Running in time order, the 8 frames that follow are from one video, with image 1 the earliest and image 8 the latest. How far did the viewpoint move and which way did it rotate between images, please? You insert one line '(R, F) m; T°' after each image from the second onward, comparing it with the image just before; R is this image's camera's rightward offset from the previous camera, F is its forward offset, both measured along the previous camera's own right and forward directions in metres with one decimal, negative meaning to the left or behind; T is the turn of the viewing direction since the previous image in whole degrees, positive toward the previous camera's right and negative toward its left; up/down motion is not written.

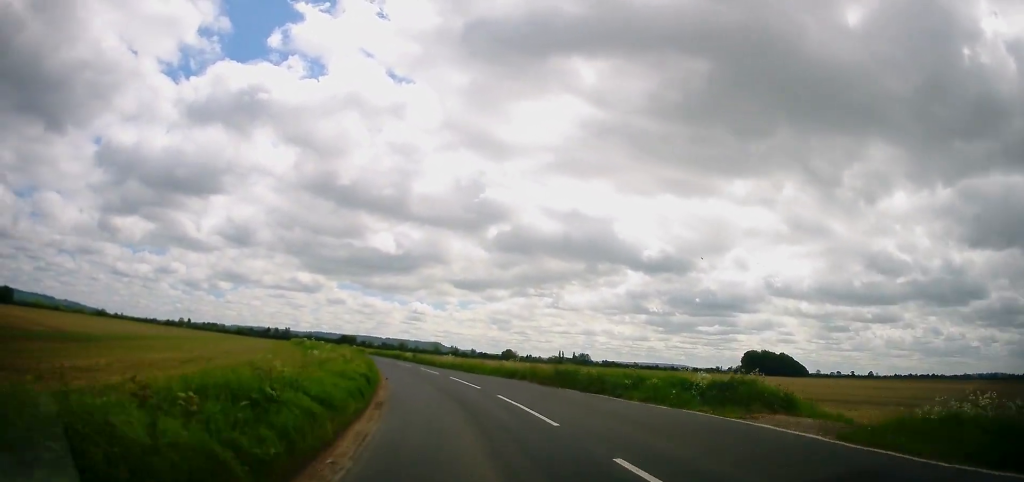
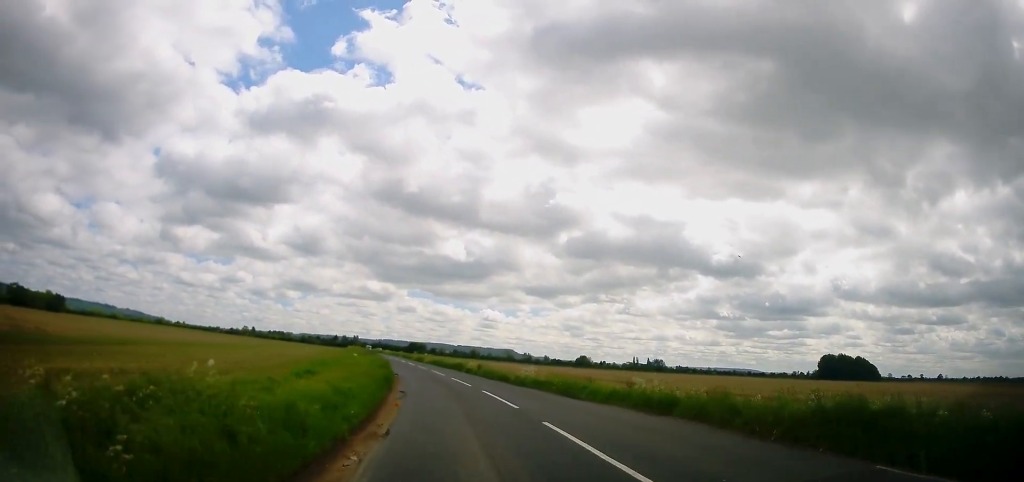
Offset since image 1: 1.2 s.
(-0.8, +13.6) m; -6°
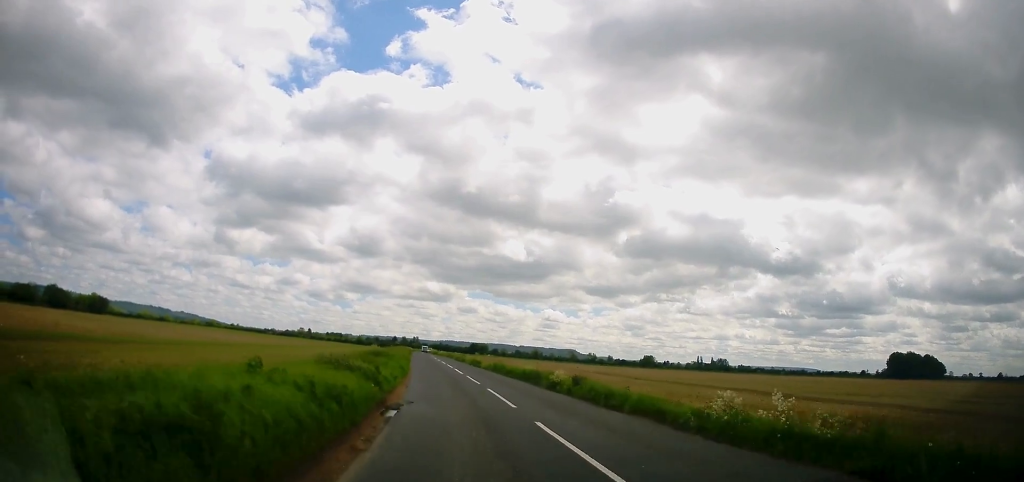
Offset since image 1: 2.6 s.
(-1.1, +17.9) m; -7°
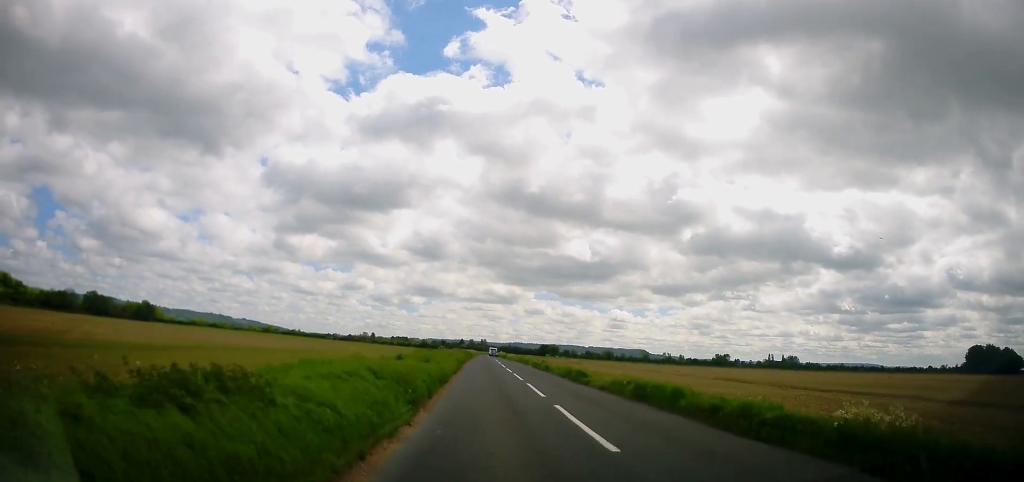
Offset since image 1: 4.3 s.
(-1.4, +23.5) m; -6°
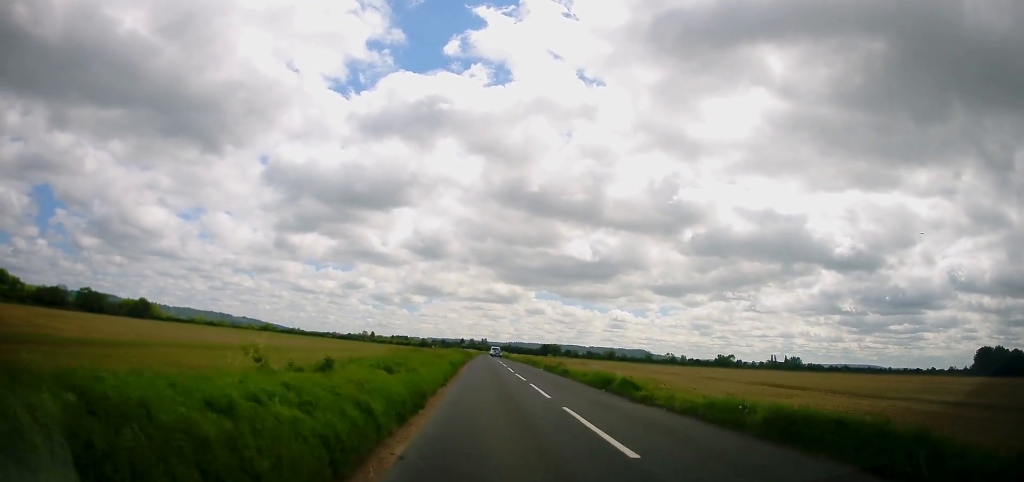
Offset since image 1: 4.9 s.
(-0.2, +9.5) m; 0°
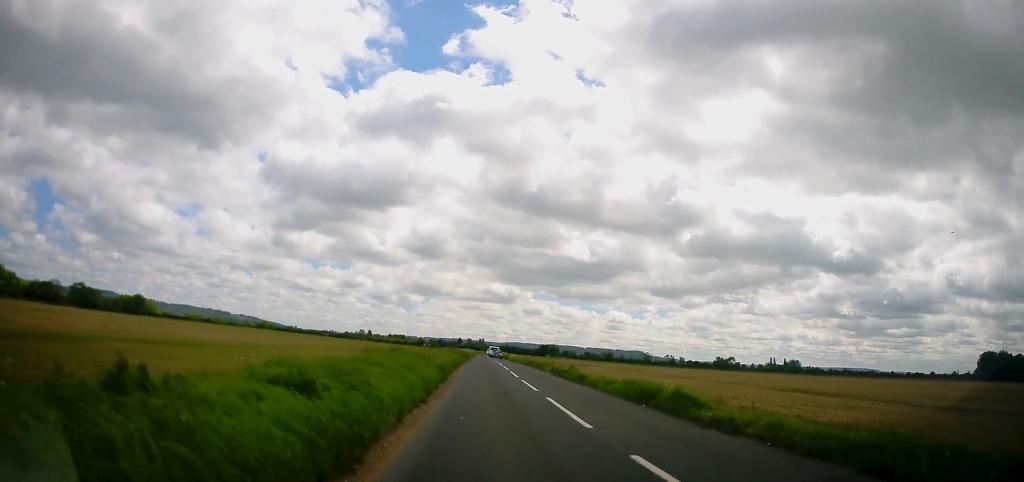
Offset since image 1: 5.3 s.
(-0.1, +6.0) m; 0°
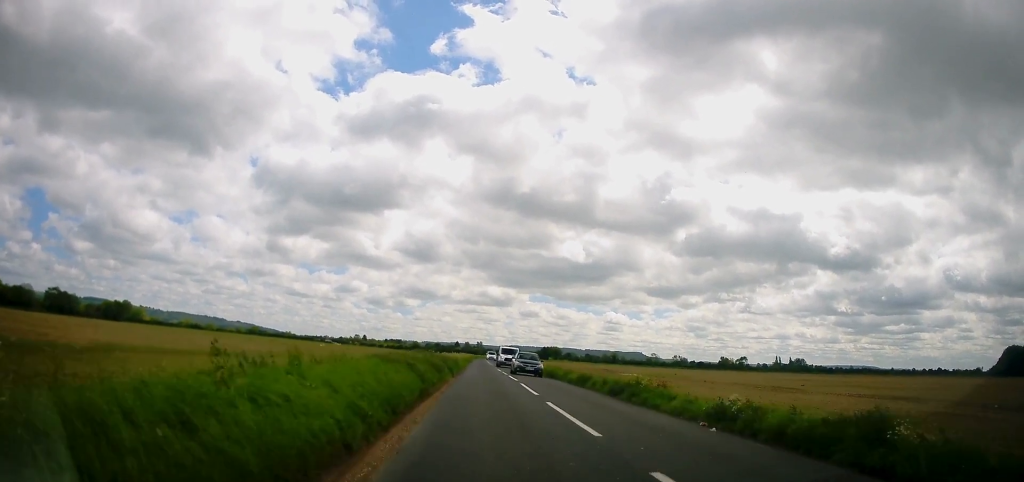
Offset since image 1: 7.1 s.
(+0.1, +27.7) m; 0°
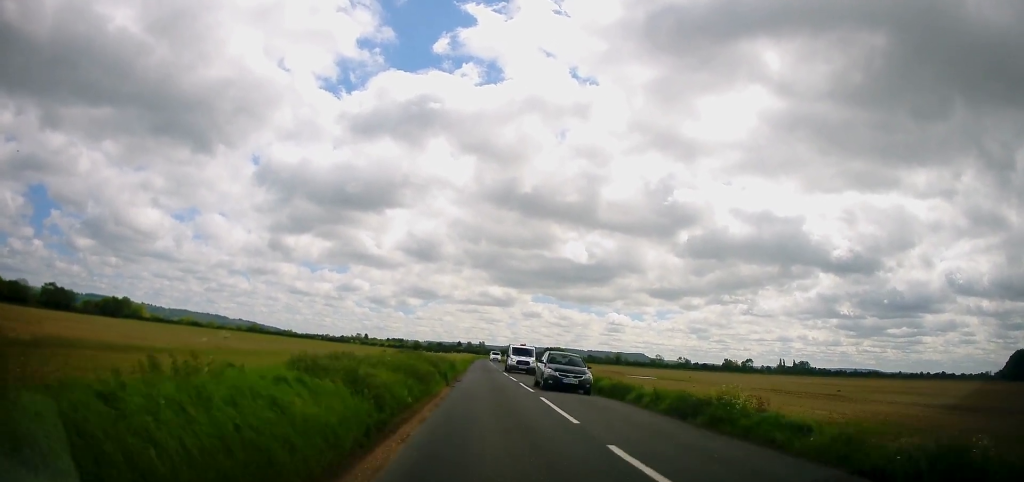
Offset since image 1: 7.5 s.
(0.0, +6.7) m; 0°
